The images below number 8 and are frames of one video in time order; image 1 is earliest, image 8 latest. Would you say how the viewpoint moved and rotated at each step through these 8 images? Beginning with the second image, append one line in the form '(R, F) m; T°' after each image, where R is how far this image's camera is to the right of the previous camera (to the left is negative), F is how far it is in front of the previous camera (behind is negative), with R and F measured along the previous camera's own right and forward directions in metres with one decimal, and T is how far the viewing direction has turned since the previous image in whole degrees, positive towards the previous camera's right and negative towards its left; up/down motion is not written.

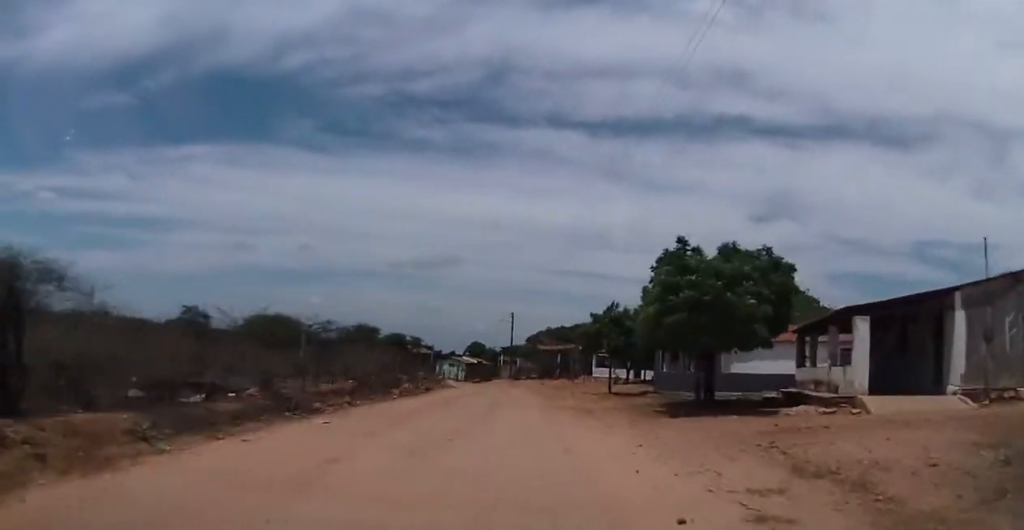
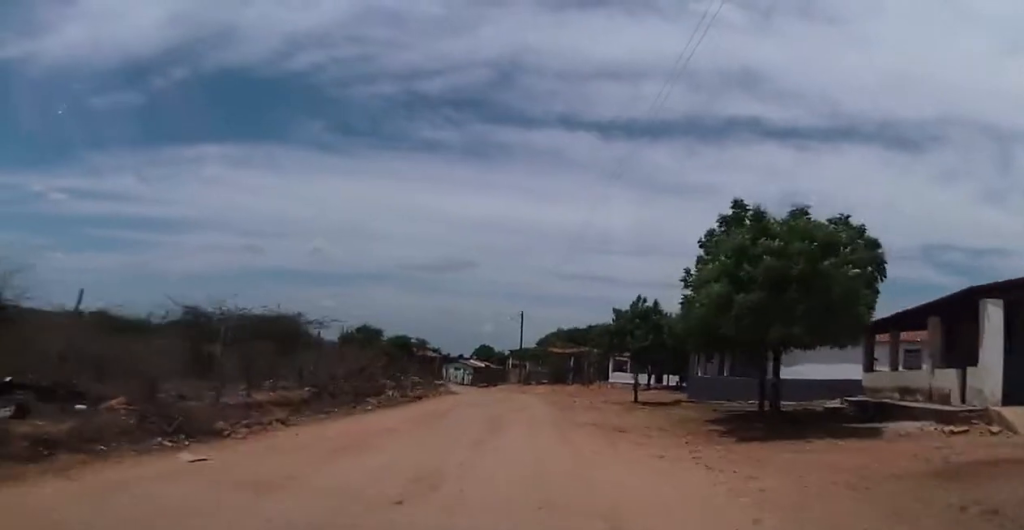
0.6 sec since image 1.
(0.0, +5.0) m; 0°
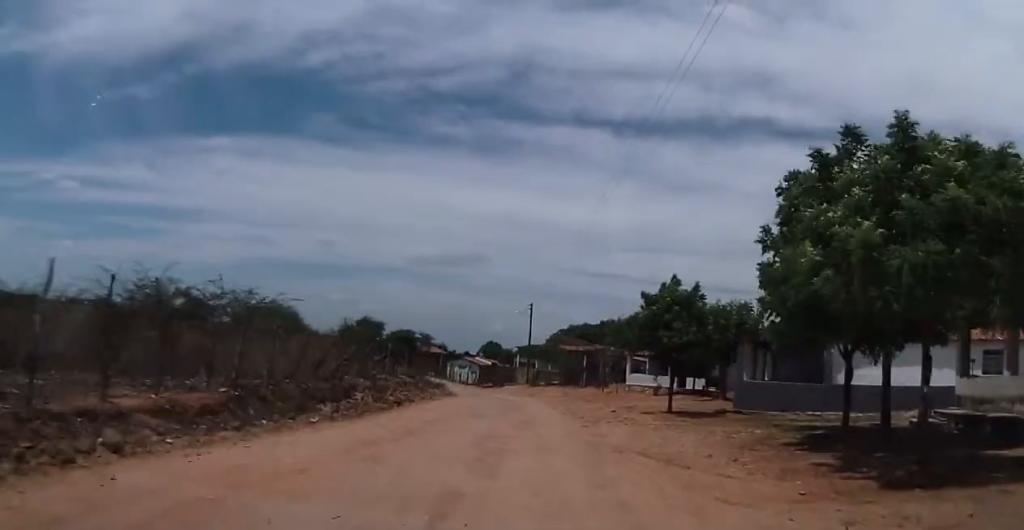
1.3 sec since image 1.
(0.0, +4.9) m; 0°
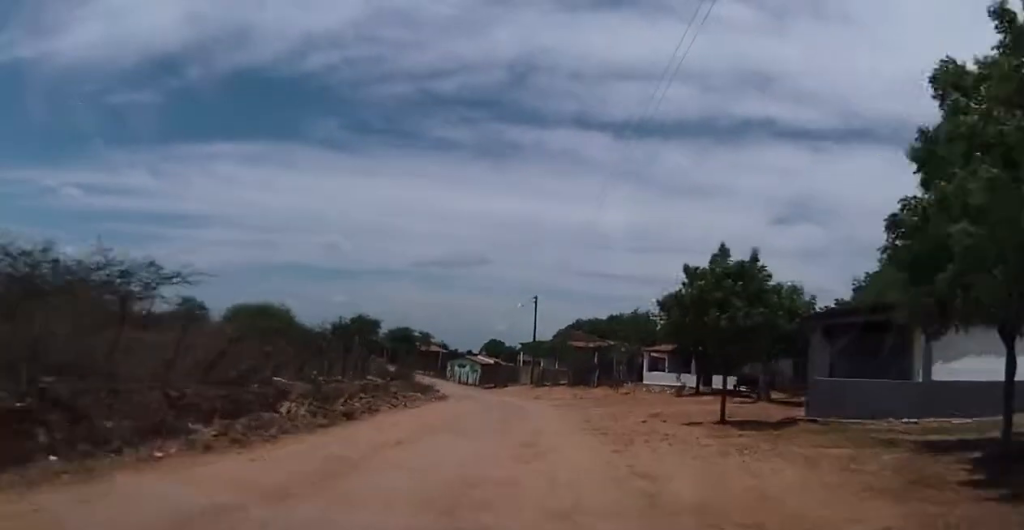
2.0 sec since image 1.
(0.0, +5.4) m; -2°
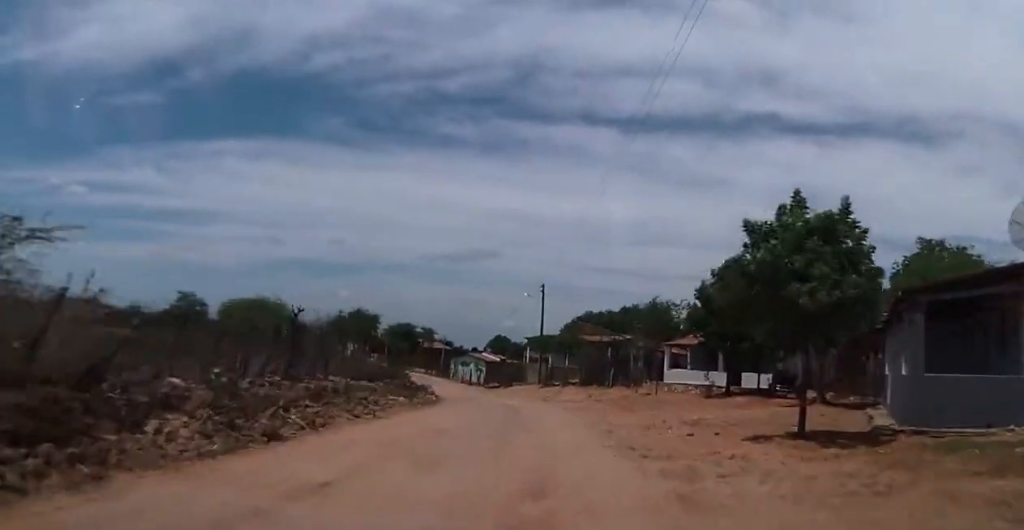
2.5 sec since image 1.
(0.0, +4.4) m; -2°
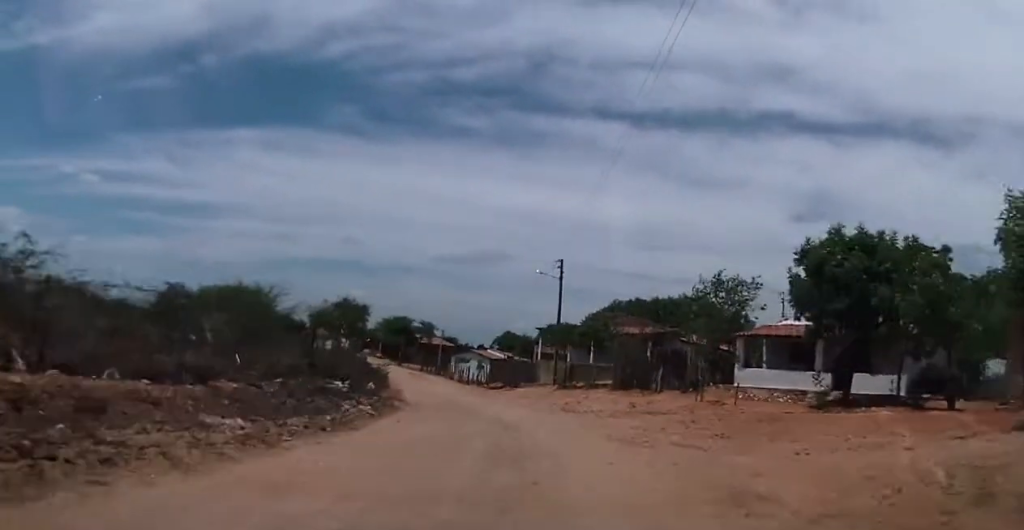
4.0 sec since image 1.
(-0.1, +11.6) m; 0°
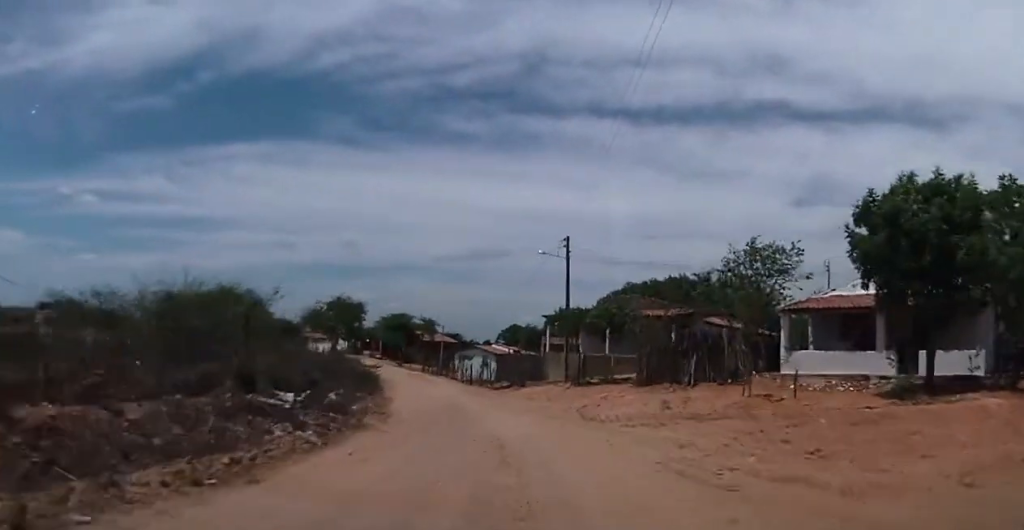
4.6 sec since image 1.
(+0.1, +4.4) m; -1°
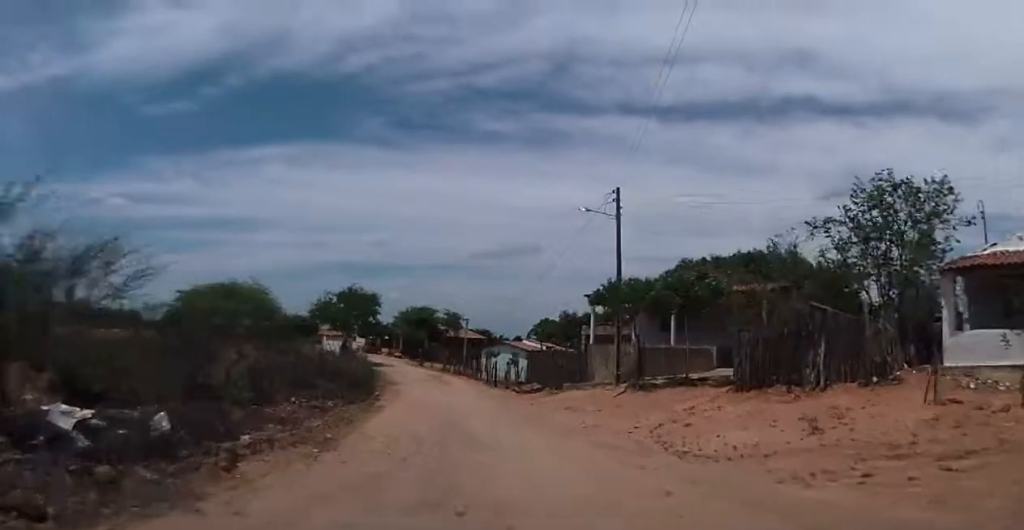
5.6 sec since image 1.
(-0.4, +8.1) m; -4°
